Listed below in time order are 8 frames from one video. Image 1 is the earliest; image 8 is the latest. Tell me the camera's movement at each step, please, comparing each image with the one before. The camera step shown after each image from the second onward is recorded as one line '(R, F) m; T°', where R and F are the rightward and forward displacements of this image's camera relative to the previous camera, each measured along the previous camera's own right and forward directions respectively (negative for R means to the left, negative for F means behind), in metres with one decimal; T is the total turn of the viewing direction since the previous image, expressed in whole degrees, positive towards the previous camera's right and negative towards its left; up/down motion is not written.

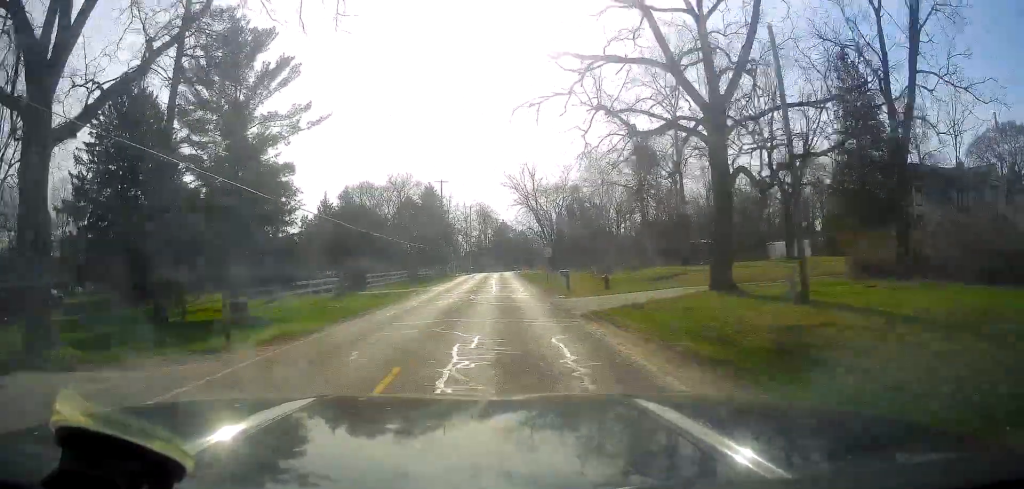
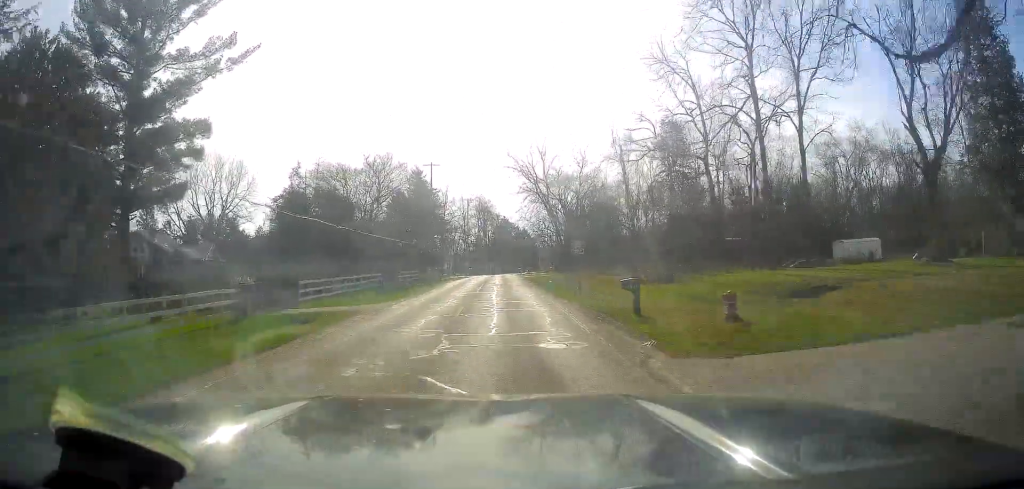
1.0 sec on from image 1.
(-0.3, +16.7) m; +1°
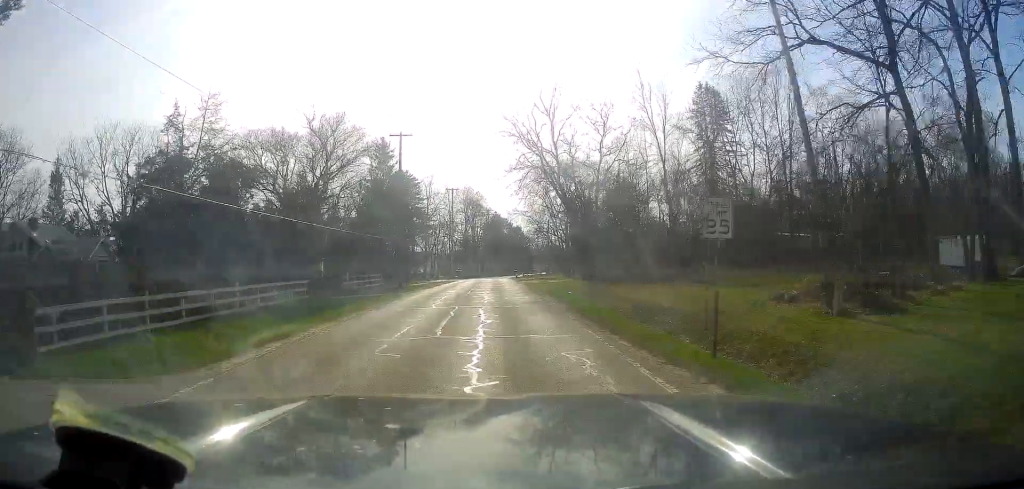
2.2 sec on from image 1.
(+0.5, +19.4) m; +1°
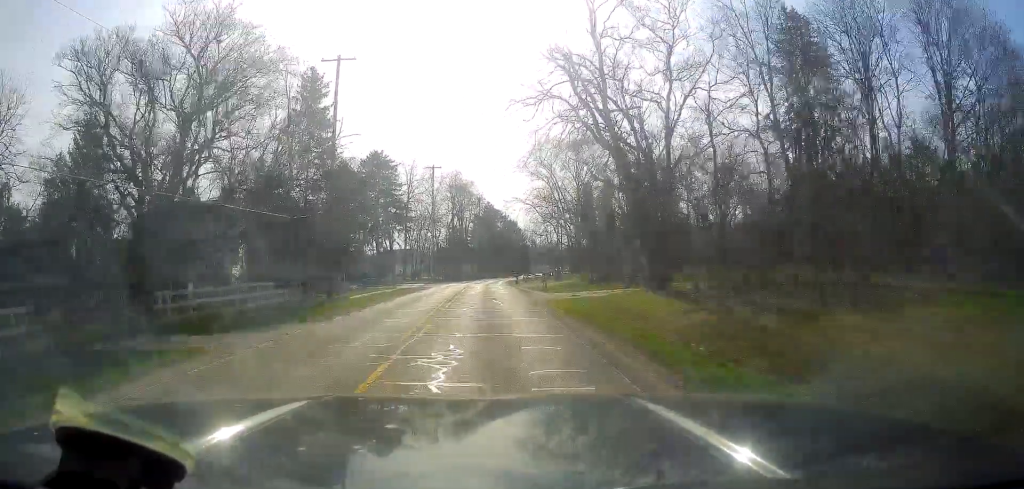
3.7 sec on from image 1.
(-0.1, +23.3) m; 0°
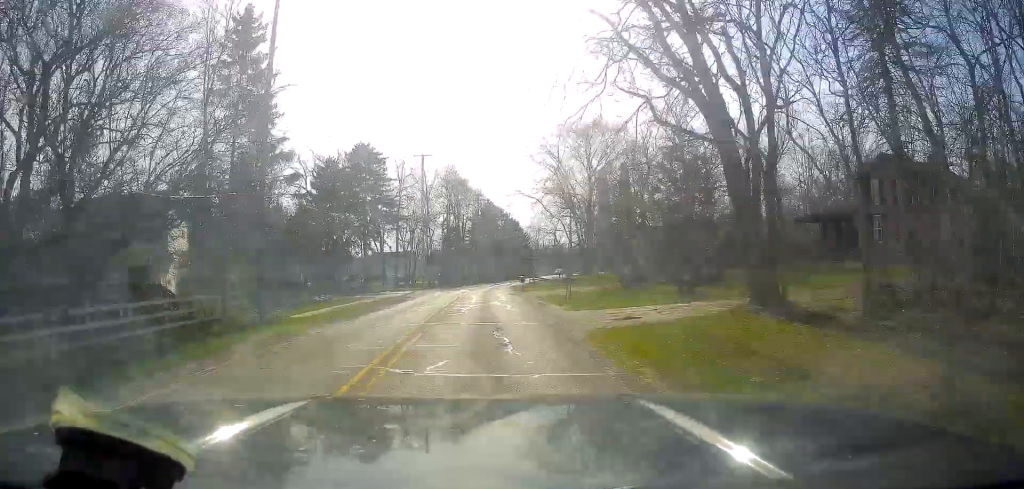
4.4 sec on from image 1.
(0.0, +11.4) m; 0°
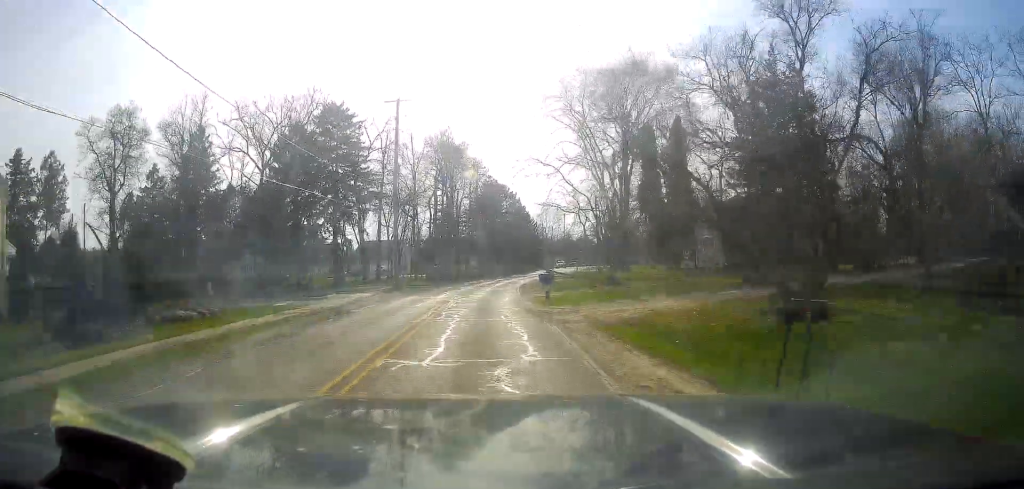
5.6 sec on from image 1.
(+0.1, +20.1) m; +2°
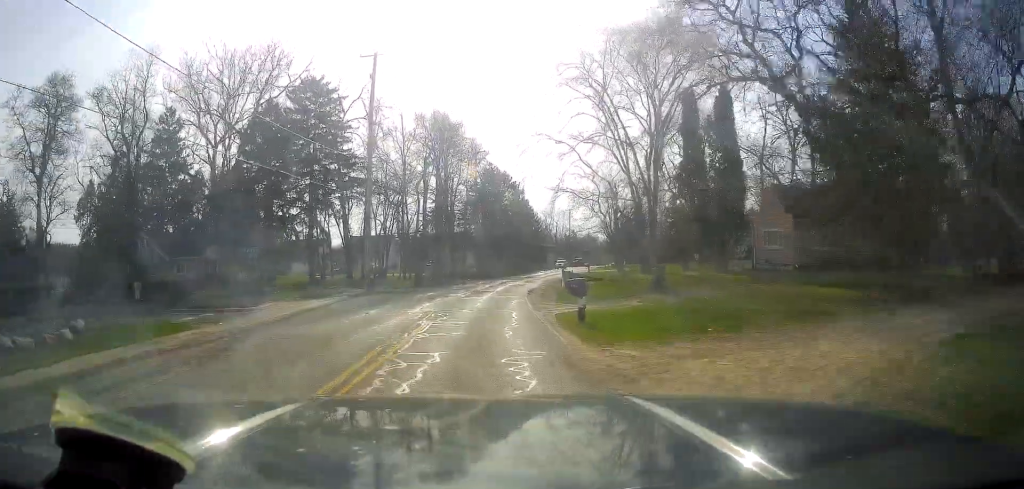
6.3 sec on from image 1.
(+0.2, +10.8) m; 0°
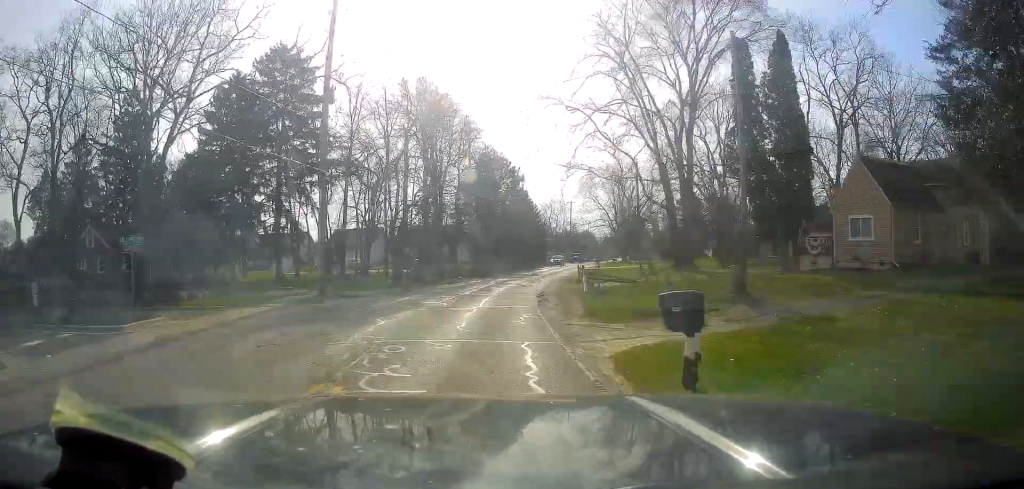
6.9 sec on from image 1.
(+0.3, +9.7) m; 0°
